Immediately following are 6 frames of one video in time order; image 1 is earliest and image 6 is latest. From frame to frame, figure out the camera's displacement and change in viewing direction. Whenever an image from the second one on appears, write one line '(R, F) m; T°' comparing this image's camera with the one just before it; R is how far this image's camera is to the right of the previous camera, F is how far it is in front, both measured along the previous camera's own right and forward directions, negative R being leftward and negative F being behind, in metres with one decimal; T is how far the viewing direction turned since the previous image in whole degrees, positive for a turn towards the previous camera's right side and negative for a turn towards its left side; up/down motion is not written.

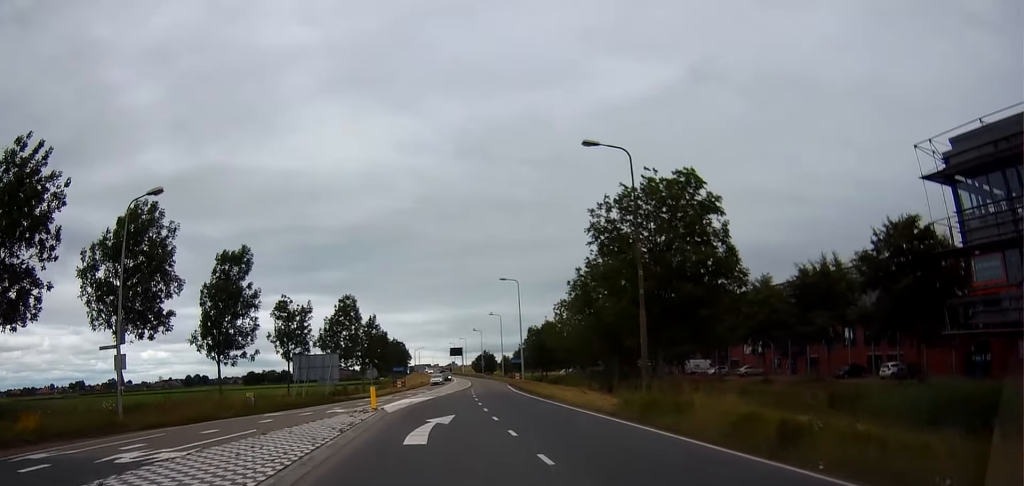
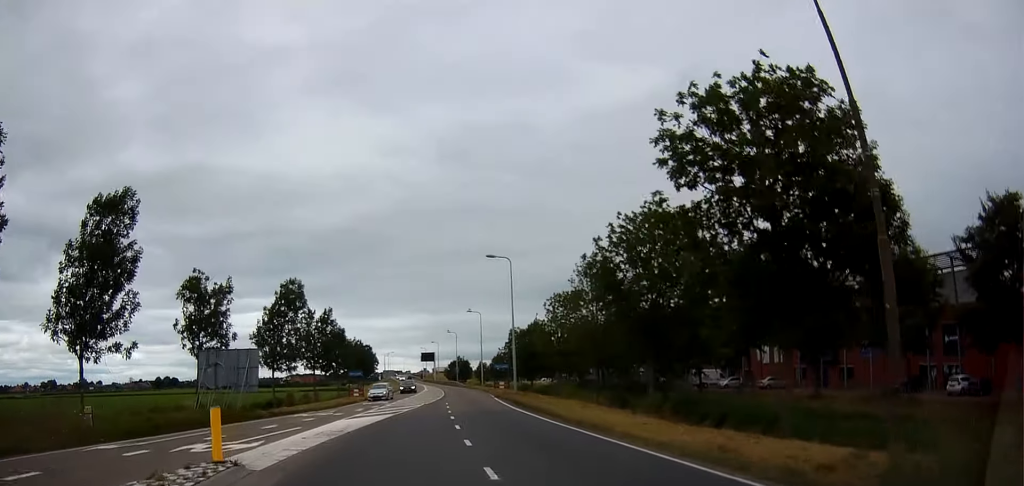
(0.0, +12.0) m; +3°
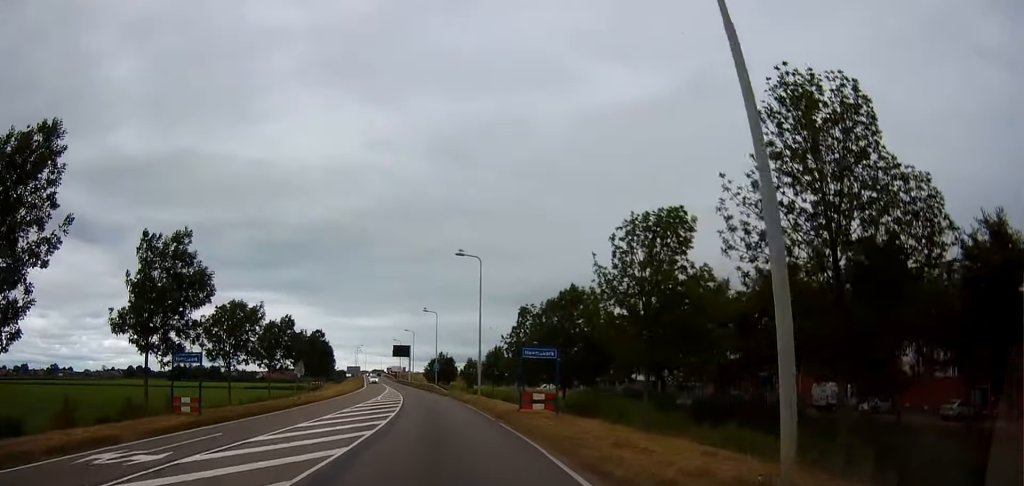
(+1.9, +32.3) m; +4°
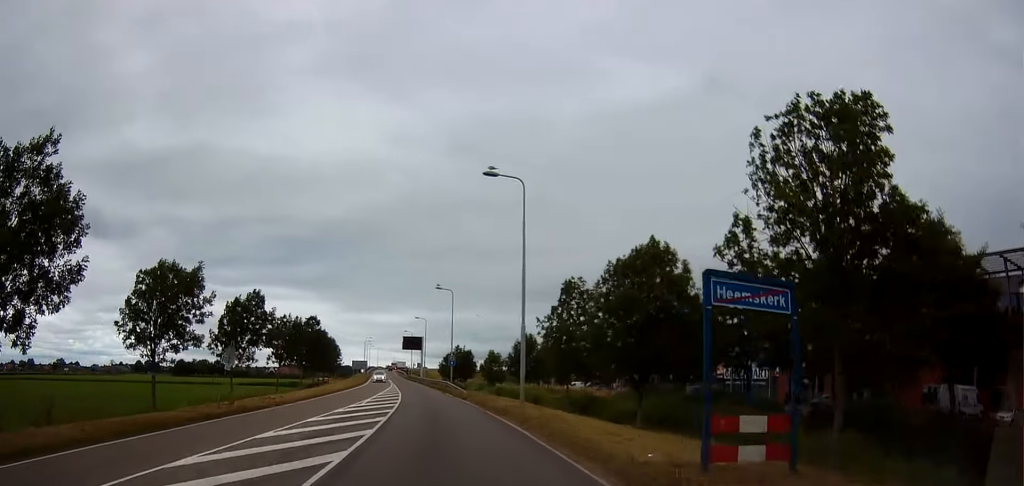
(-0.2, +14.2) m; -2°
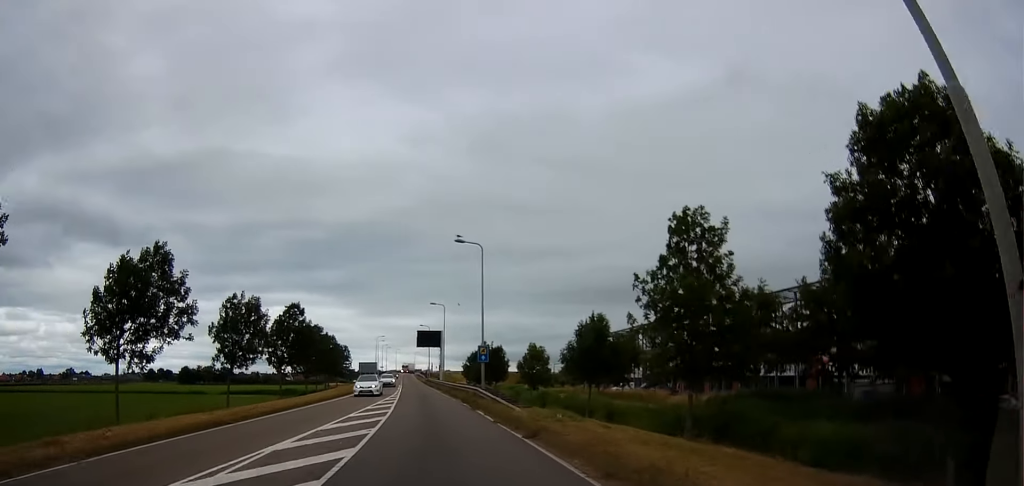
(-0.3, +19.0) m; -2°
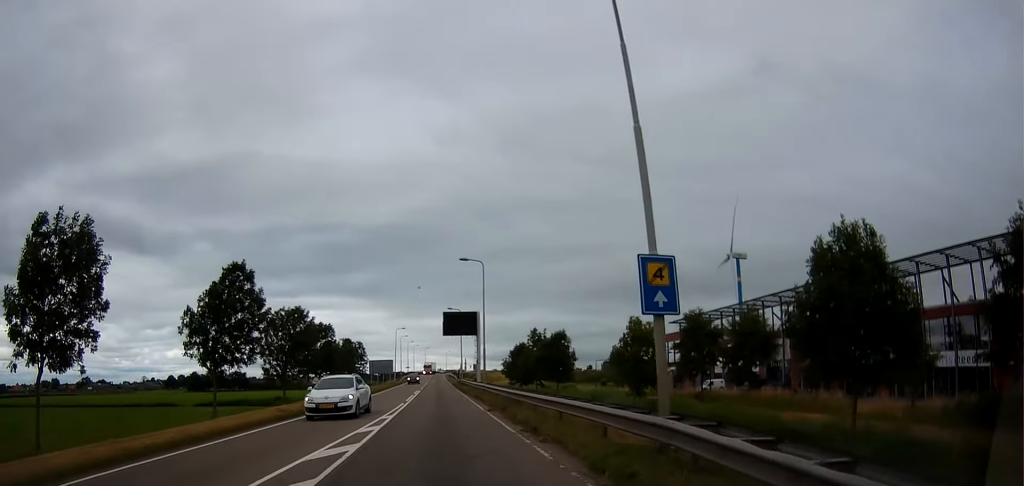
(-1.0, +23.7) m; -2°
